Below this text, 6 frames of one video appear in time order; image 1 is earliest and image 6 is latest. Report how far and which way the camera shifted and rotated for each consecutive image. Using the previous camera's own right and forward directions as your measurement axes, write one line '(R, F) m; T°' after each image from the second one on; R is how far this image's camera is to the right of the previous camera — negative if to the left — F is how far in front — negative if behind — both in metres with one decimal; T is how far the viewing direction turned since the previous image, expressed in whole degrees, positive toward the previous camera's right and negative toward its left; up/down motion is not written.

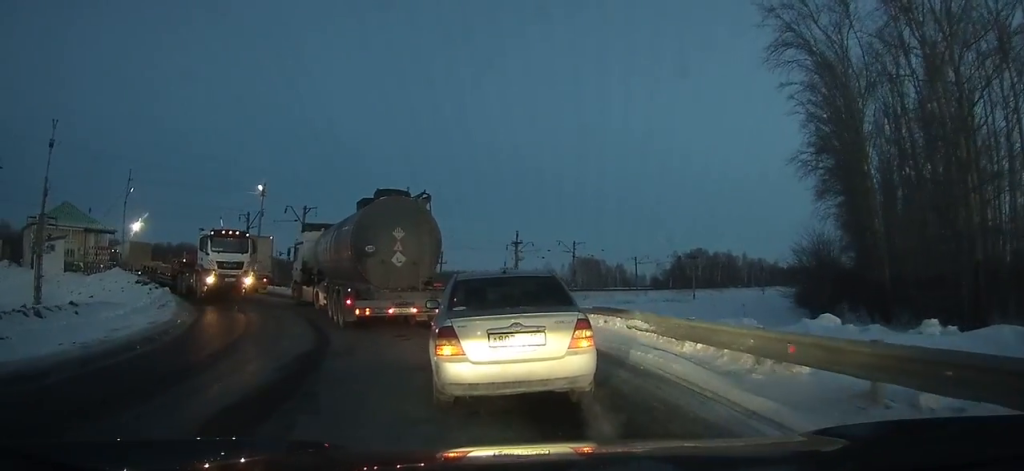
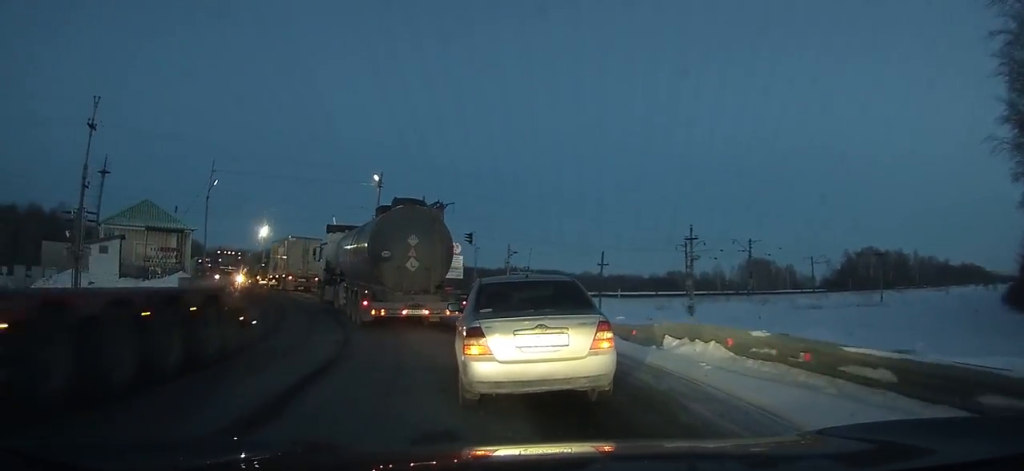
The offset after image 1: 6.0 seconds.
(-0.8, +9.7) m; -12°
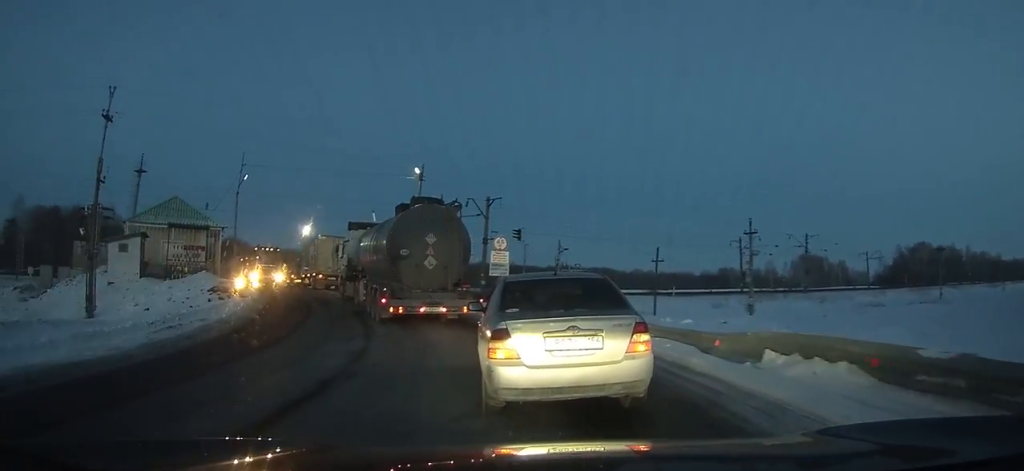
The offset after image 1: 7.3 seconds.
(-0.1, +2.3) m; -3°
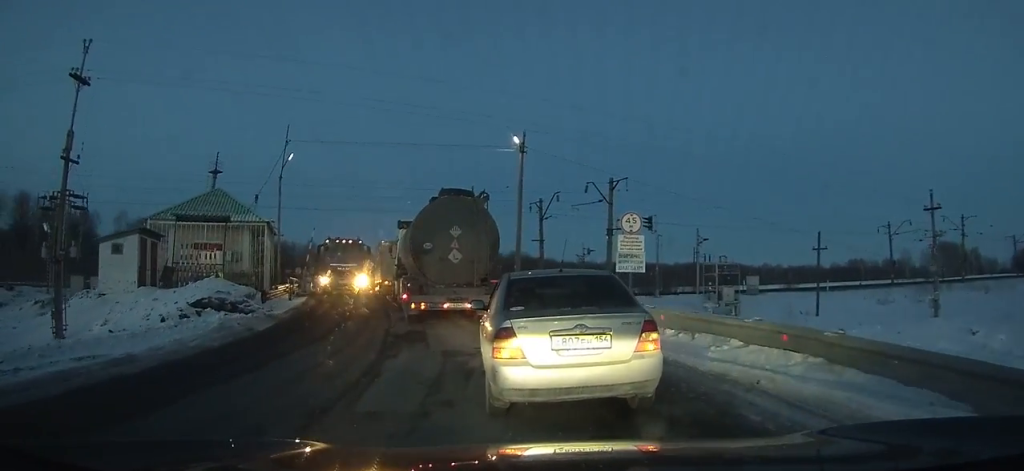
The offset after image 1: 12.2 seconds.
(-0.6, +8.8) m; -6°
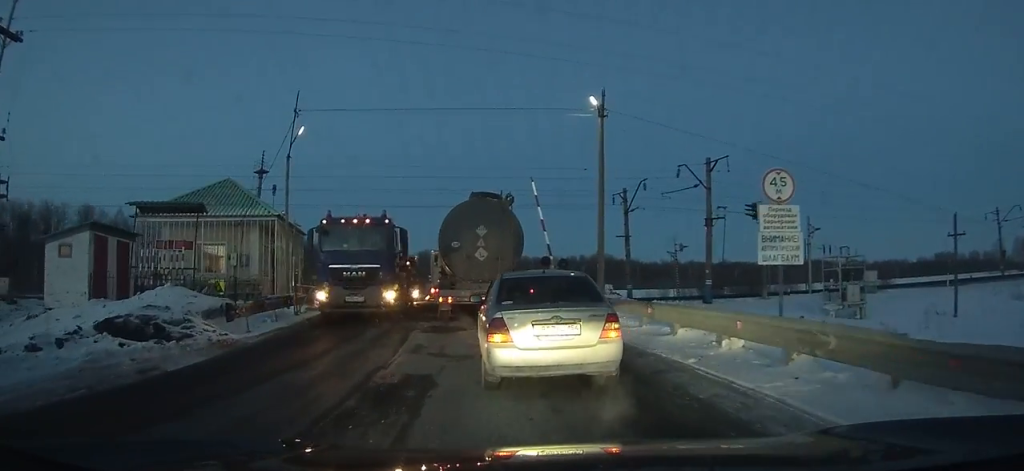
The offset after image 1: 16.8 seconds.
(-0.1, +7.9) m; -3°
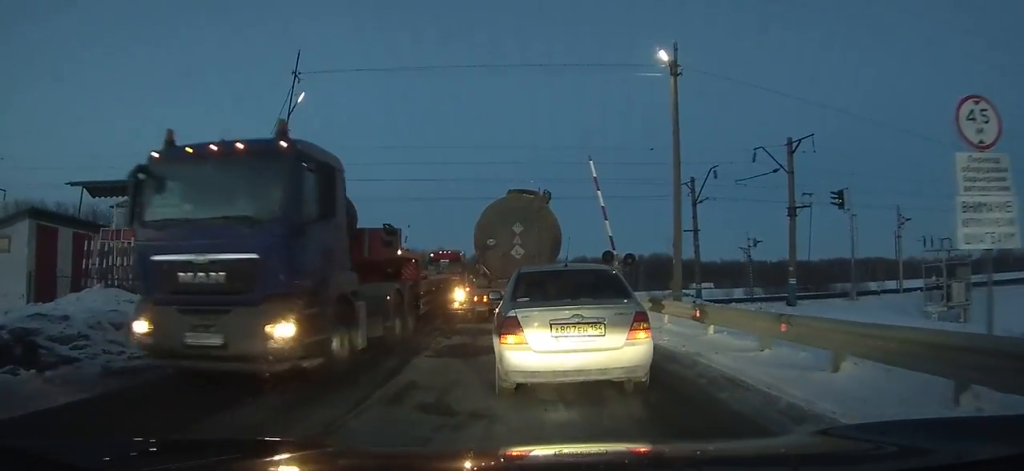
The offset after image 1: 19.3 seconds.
(-0.1, +3.9) m; -3°
